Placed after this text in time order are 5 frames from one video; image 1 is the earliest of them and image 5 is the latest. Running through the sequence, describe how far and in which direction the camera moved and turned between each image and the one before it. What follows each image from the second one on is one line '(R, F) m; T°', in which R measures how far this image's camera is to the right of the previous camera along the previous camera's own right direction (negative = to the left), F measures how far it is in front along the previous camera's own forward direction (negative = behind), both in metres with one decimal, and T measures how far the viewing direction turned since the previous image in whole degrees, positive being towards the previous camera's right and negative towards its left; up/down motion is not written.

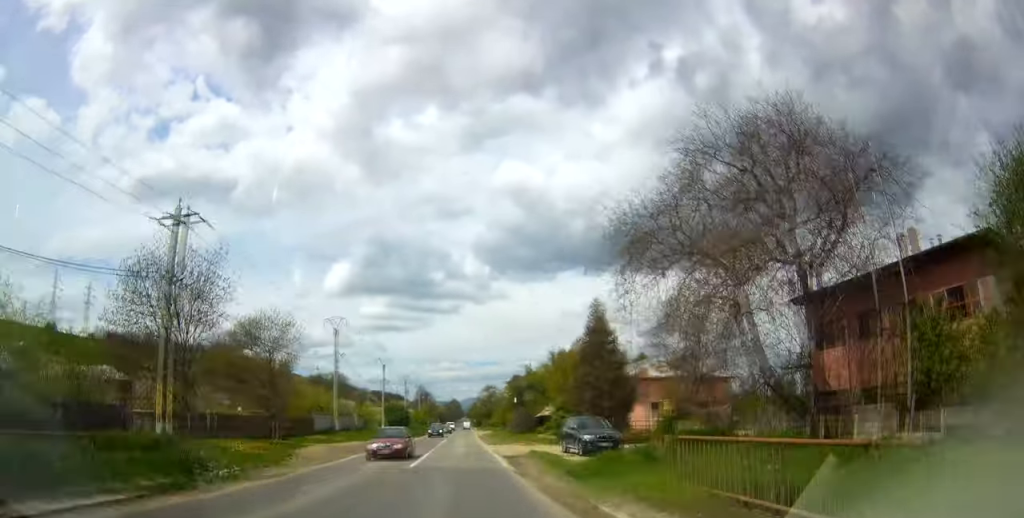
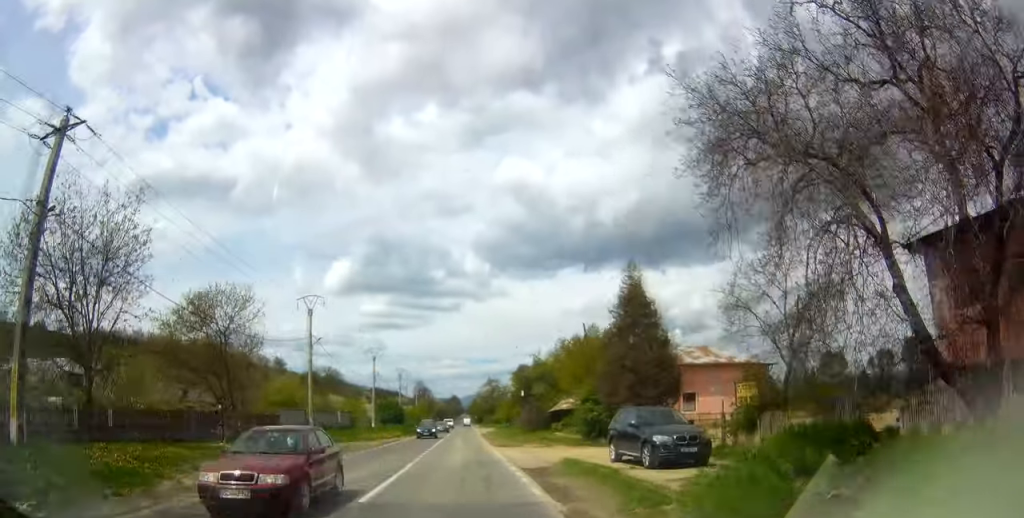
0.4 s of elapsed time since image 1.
(0.0, +9.5) m; 0°
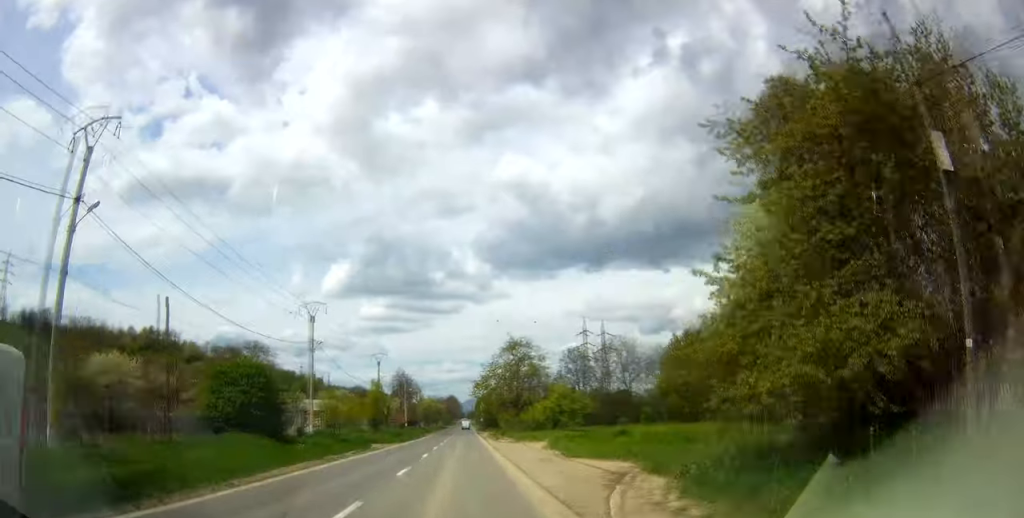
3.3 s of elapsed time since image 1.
(+0.3, +59.9) m; -1°
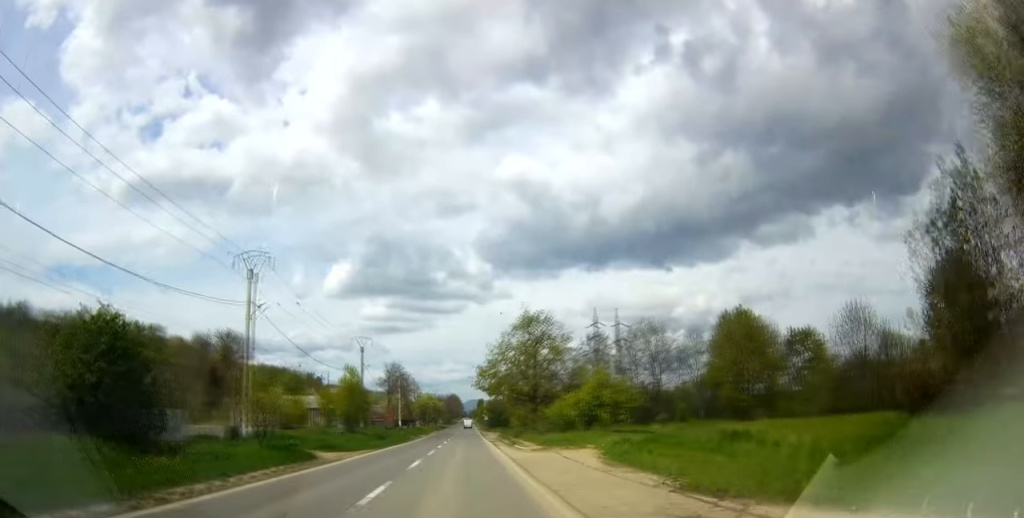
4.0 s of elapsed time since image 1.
(-0.3, +15.5) m; 0°
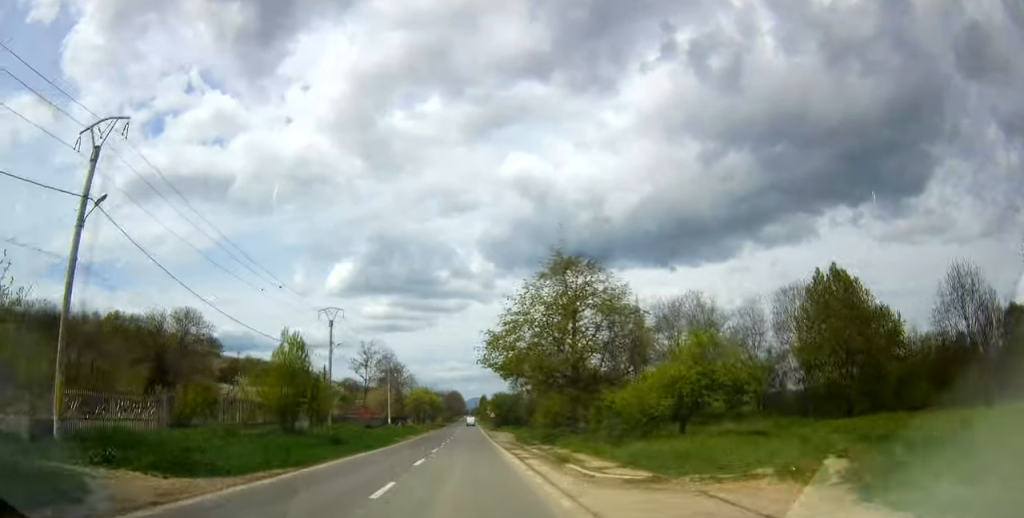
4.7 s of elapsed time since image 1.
(+0.1, +18.2) m; +1°
